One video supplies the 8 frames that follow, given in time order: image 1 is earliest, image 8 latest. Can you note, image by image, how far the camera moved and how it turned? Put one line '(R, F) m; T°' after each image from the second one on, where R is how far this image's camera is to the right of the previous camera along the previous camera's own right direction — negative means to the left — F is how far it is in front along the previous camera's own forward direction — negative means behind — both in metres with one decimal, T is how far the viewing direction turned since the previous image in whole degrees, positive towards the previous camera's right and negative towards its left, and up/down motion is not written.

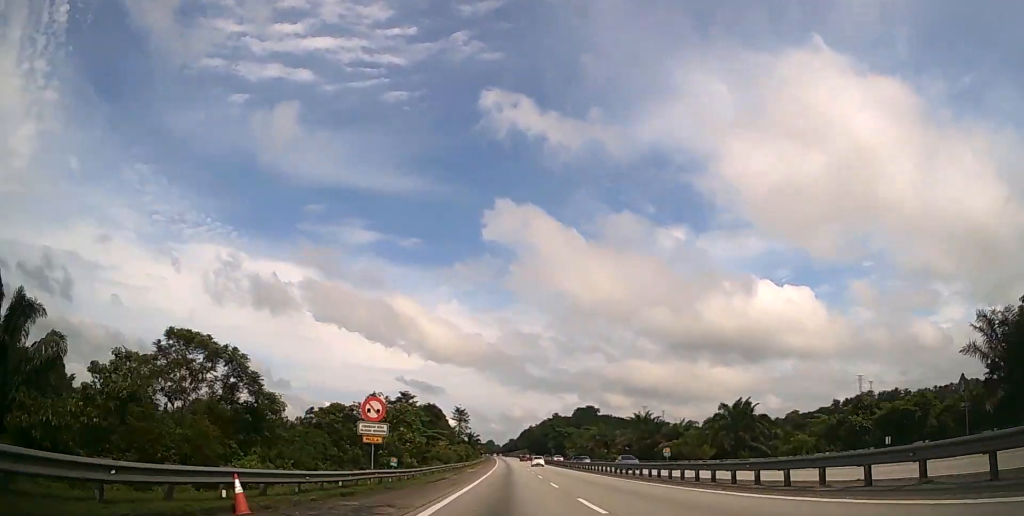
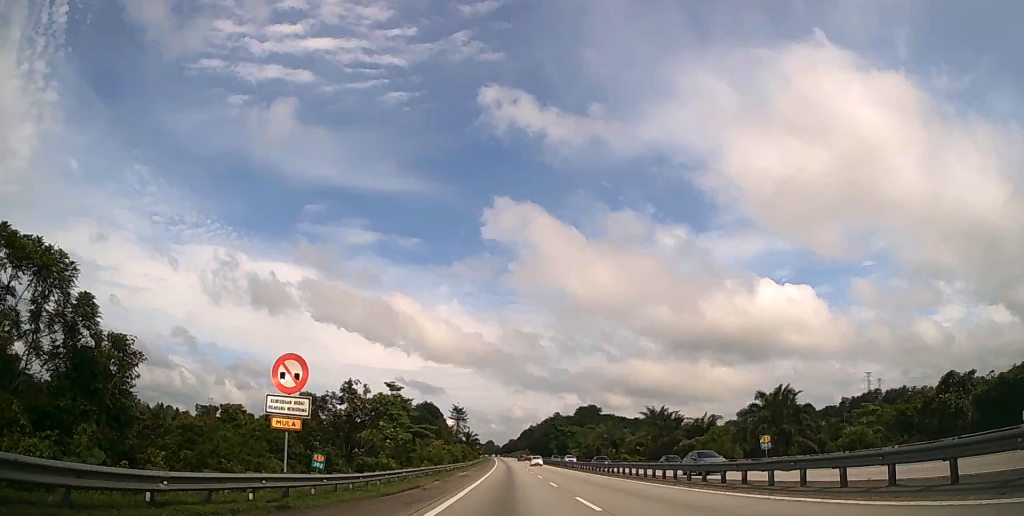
(0.0, +10.9) m; 0°
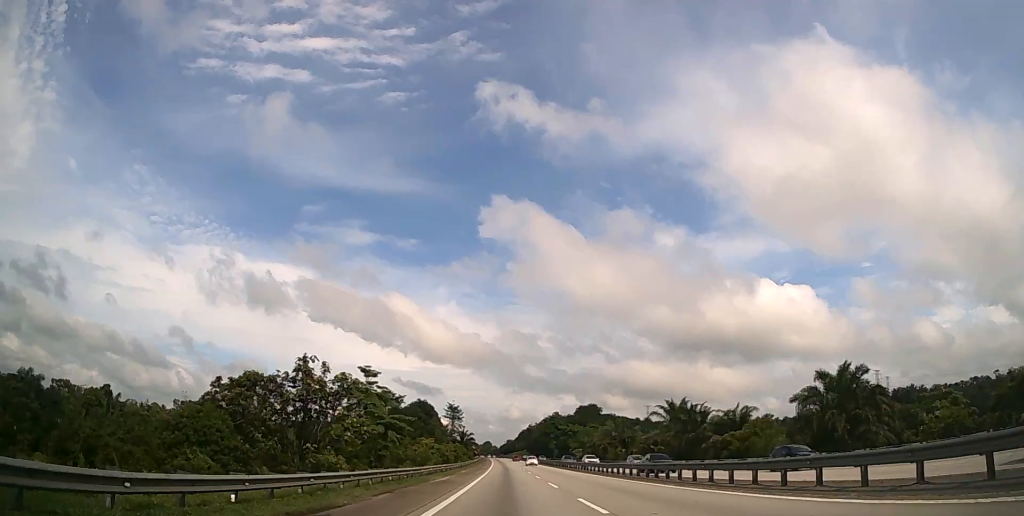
(0.0, +13.1) m; 0°
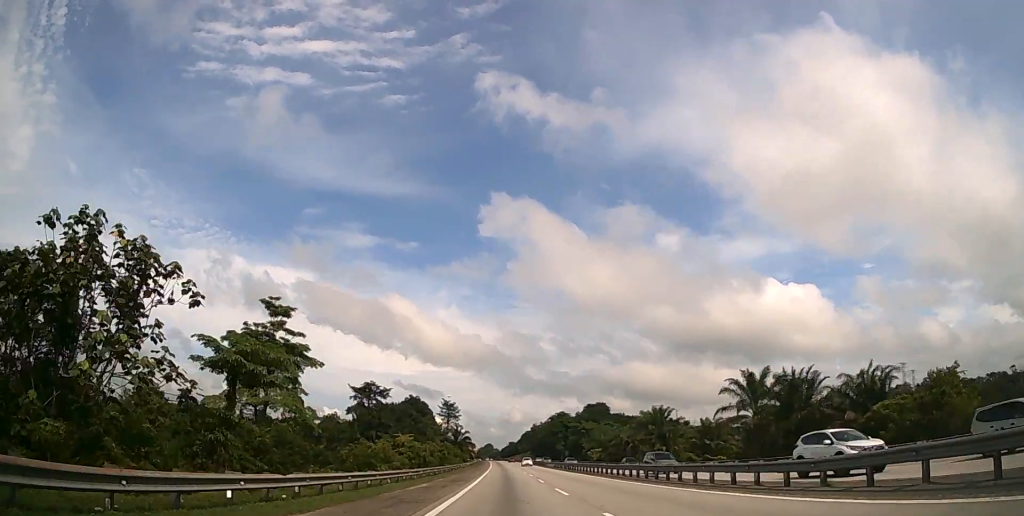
(0.0, +28.7) m; 0°
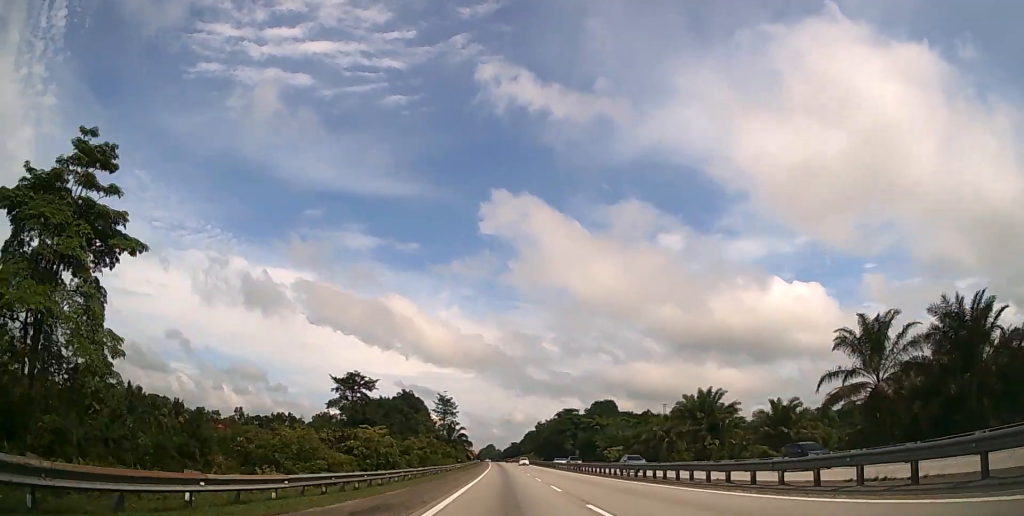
(0.0, +21.9) m; 0°
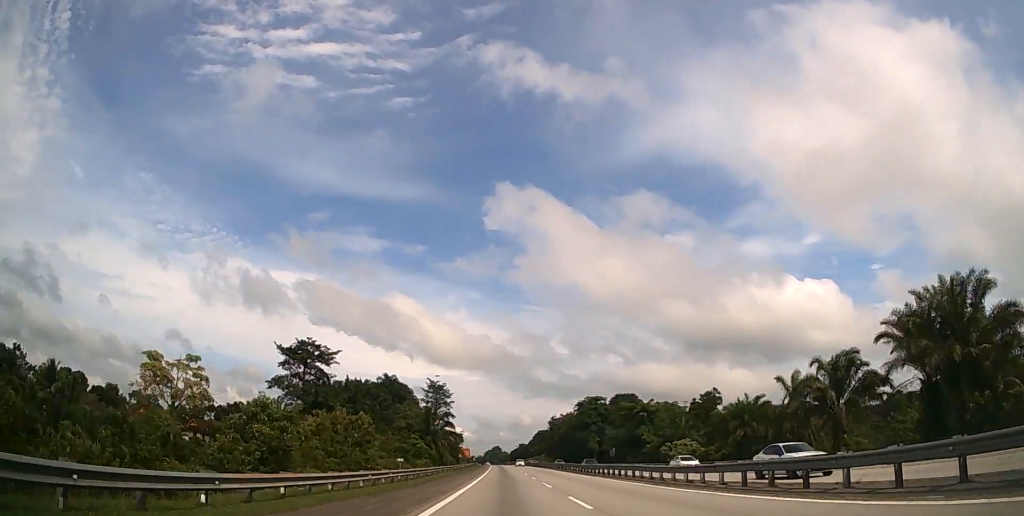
(-0.2, +43.5) m; 0°
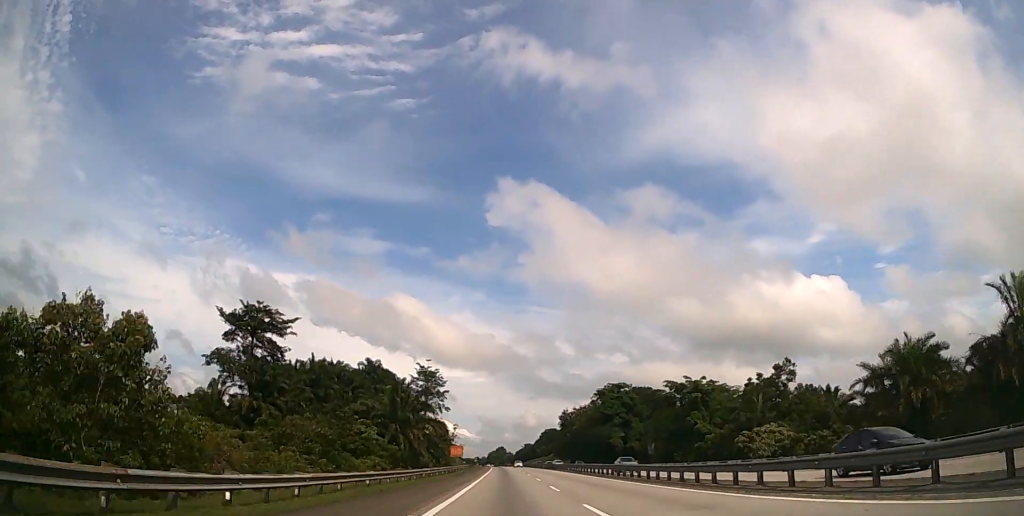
(-0.1, +27.1) m; 0°
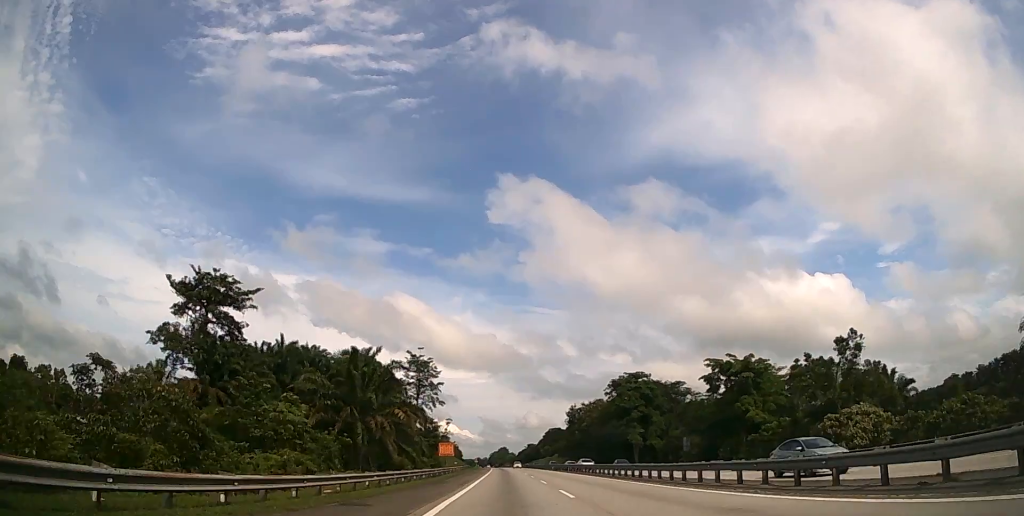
(0.0, +16.3) m; 0°
